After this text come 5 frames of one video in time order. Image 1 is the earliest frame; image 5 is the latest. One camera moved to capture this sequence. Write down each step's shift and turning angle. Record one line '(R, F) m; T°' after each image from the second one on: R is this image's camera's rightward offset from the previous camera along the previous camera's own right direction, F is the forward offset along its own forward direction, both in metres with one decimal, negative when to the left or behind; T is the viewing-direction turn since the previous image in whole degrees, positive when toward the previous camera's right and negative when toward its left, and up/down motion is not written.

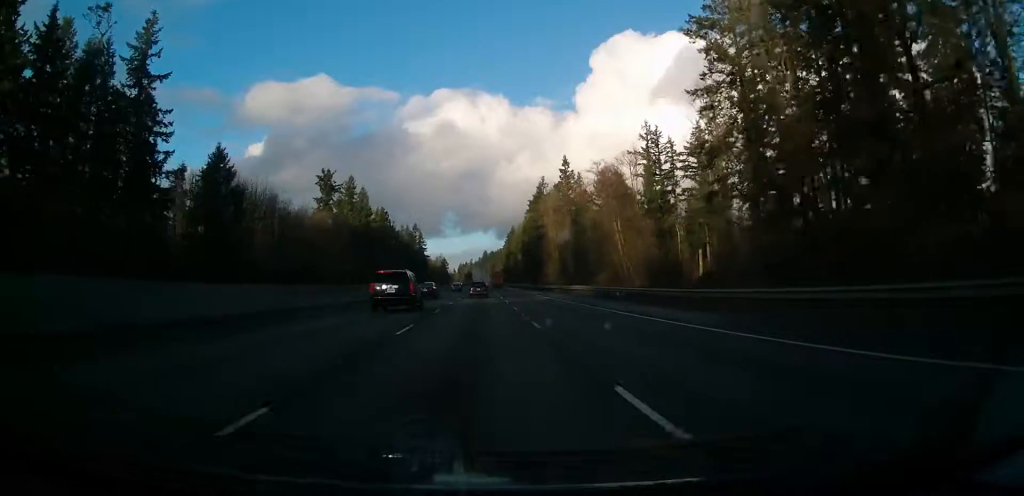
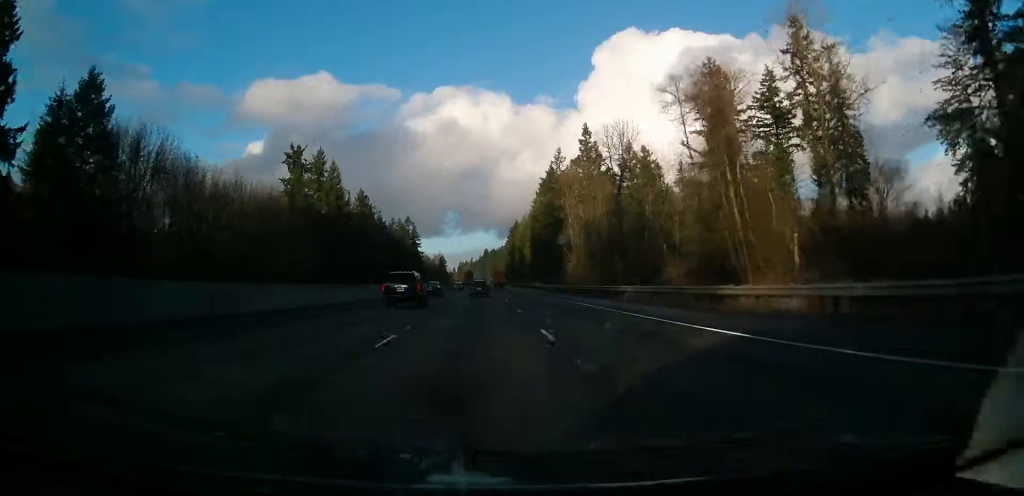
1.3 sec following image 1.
(-0.3, +39.6) m; -1°
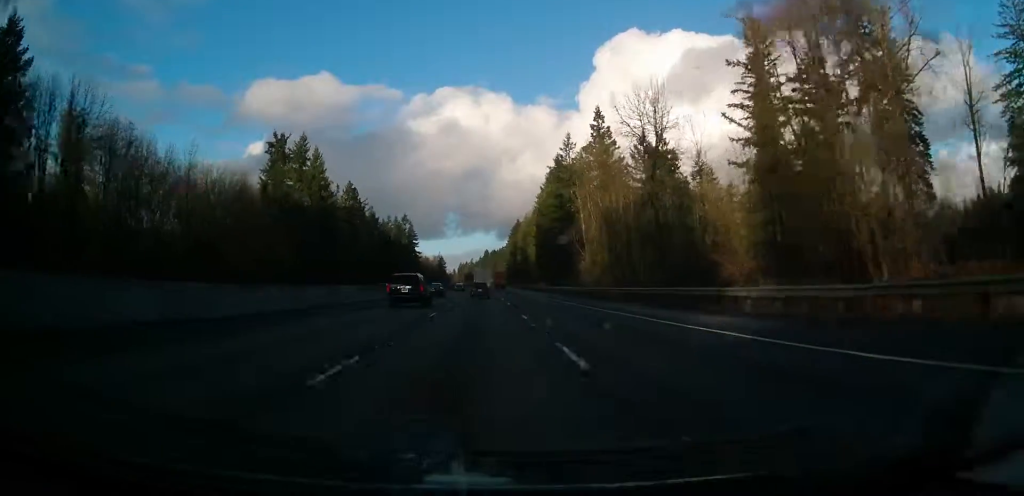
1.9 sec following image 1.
(-0.1, +16.7) m; 0°
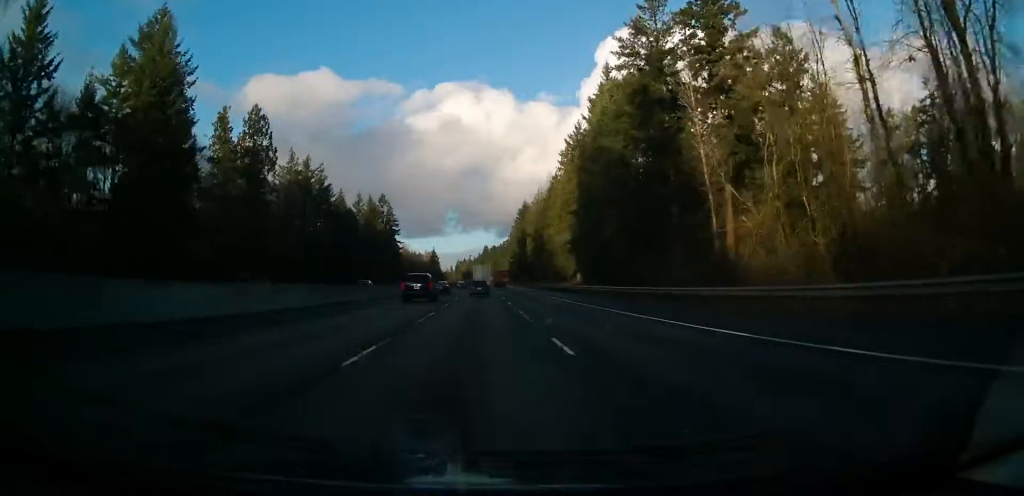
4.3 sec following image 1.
(+0.5, +71.3) m; +1°
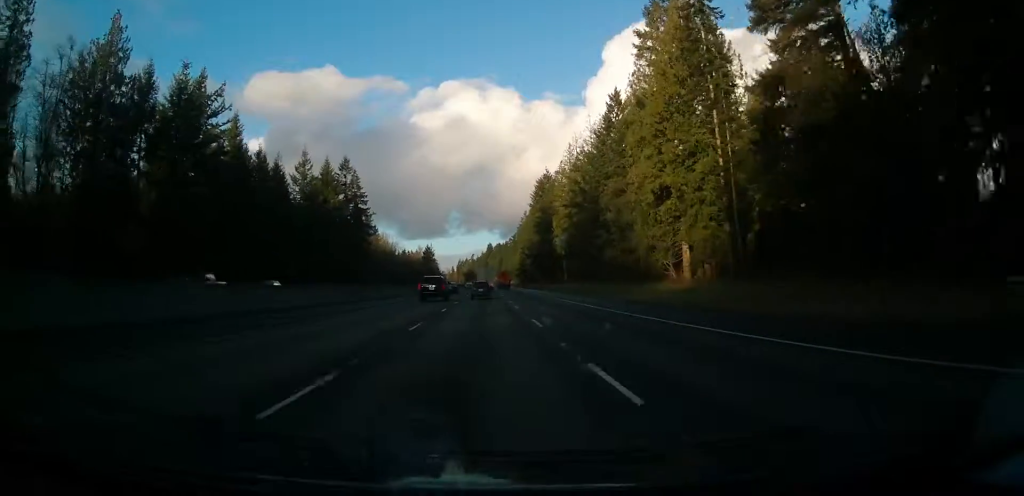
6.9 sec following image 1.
(-0.4, +76.2) m; -1°
